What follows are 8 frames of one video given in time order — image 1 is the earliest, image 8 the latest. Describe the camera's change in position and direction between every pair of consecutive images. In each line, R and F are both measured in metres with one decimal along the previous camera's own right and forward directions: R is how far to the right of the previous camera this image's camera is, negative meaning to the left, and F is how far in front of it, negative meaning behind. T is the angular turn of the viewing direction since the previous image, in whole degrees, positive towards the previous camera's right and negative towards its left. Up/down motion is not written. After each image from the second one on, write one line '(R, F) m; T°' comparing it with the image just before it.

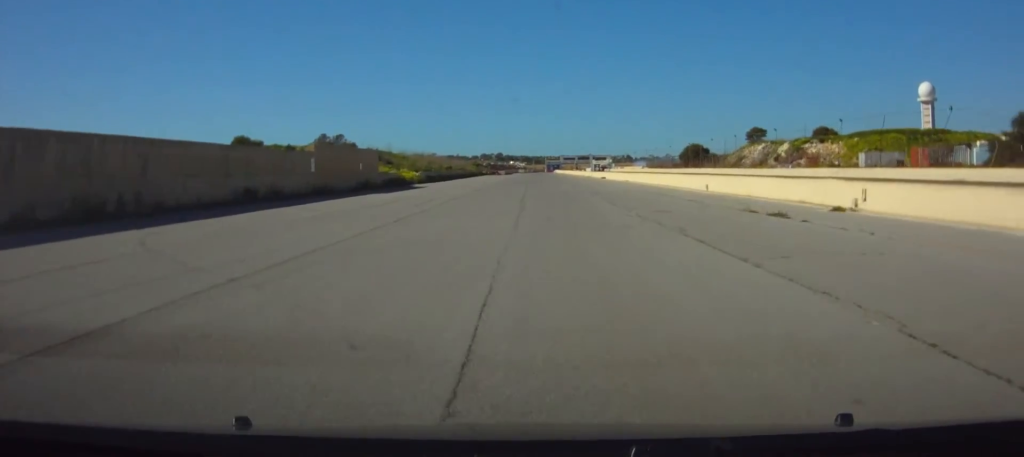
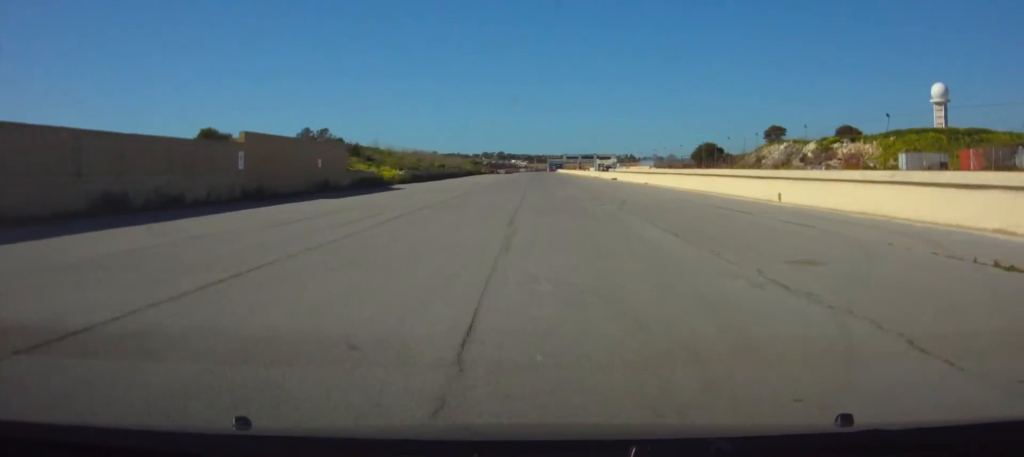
(0.0, +12.8) m; 0°
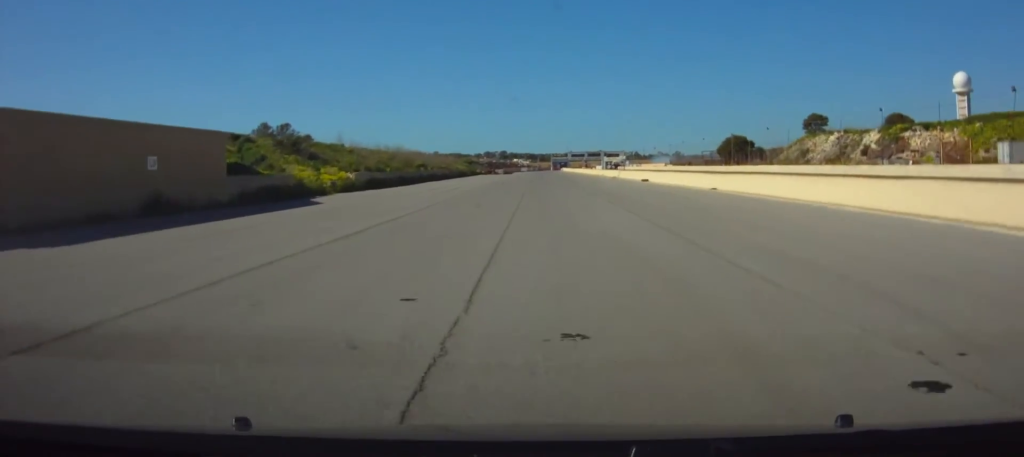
(-0.1, +24.1) m; -1°
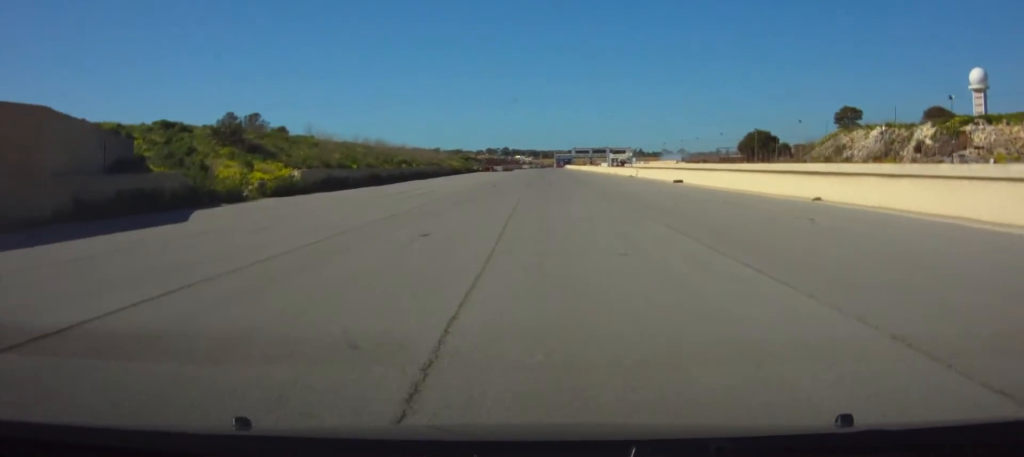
(-0.1, +15.1) m; 0°
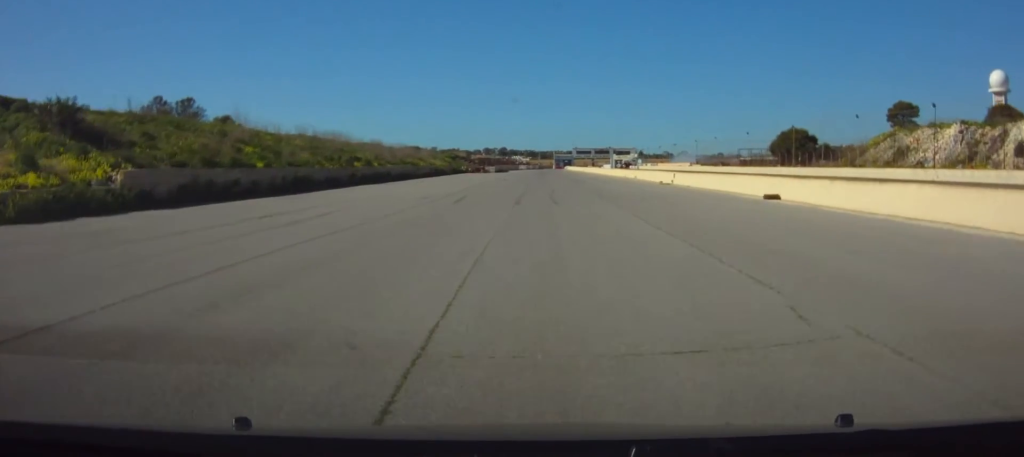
(-0.1, +21.6) m; 0°
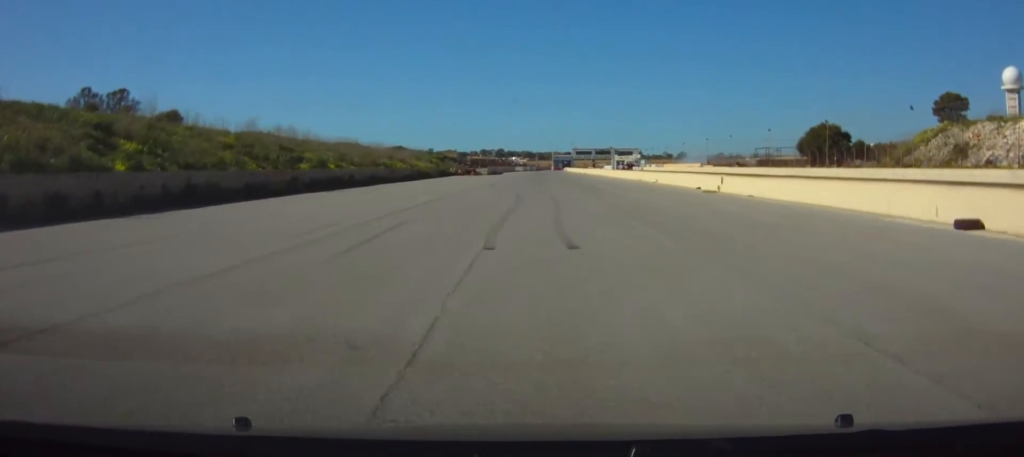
(0.0, +15.0) m; 0°
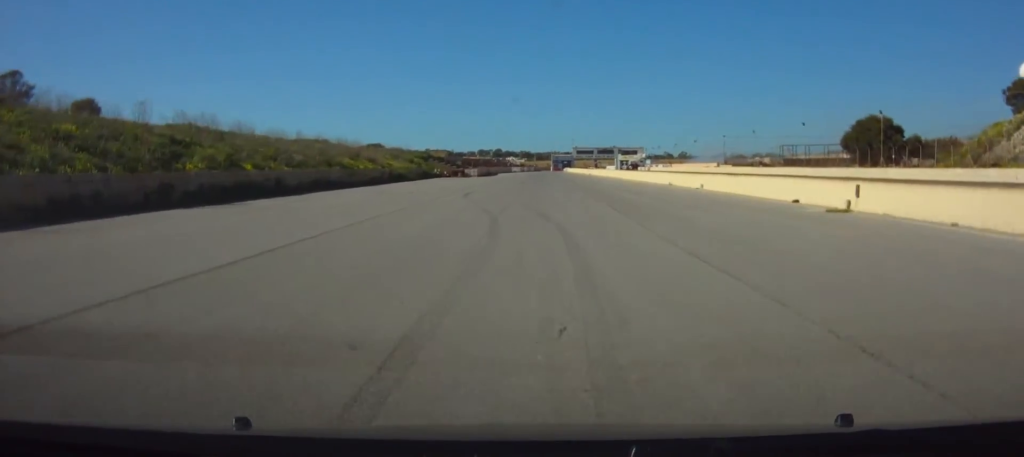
(+0.2, +17.4) m; +1°
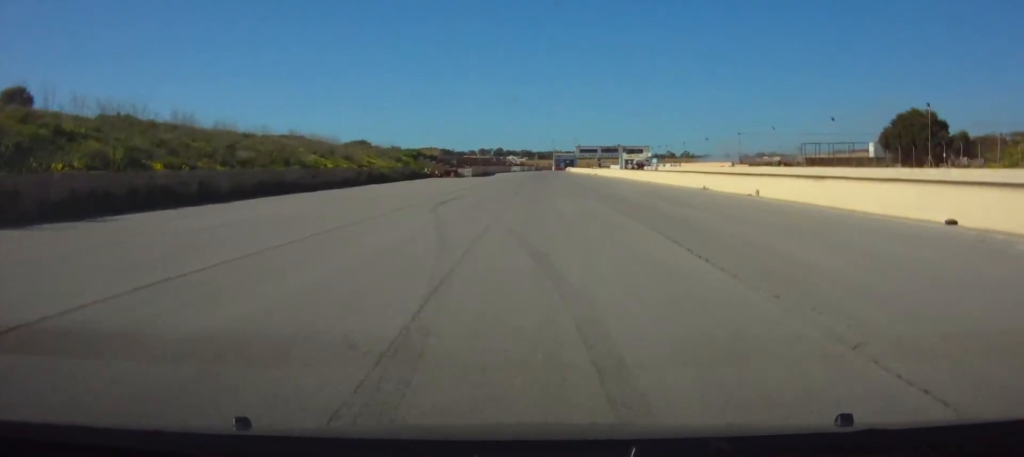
(0.0, +10.8) m; 0°
